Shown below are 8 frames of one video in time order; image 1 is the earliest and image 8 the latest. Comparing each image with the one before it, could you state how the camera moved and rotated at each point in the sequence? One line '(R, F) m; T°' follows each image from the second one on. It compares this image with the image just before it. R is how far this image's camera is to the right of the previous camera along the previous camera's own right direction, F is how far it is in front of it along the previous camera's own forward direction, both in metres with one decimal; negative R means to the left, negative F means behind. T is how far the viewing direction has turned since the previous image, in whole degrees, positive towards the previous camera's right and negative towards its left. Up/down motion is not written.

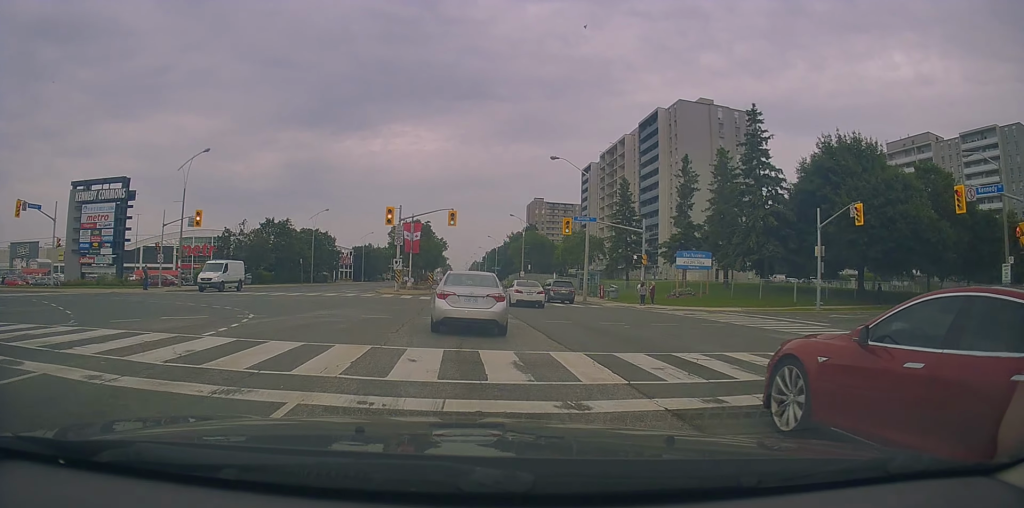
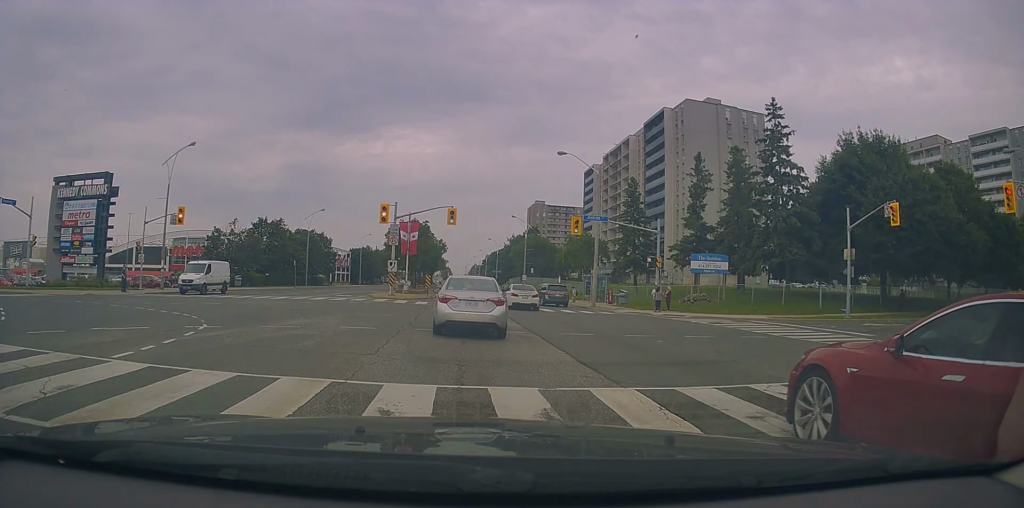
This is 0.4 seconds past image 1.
(+0.1, +3.2) m; +2°
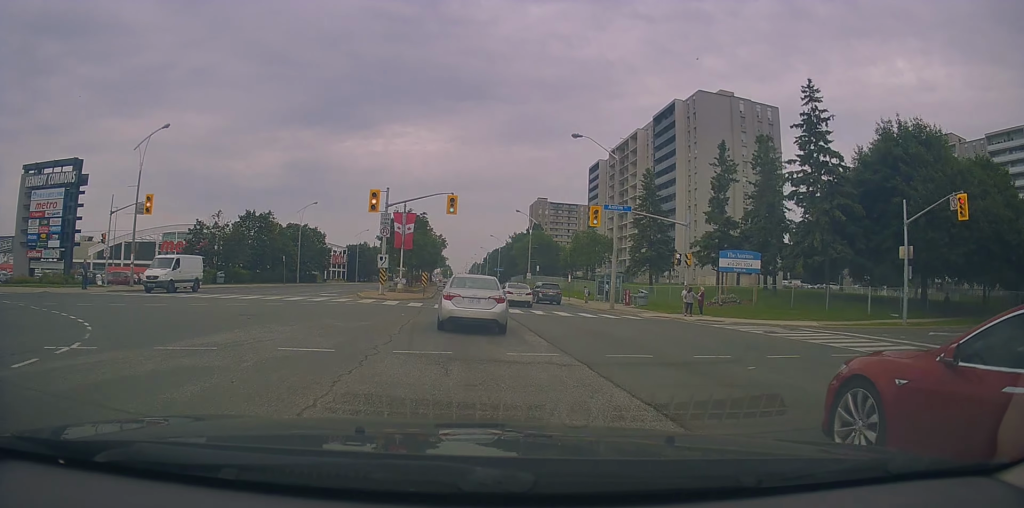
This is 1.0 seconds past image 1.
(-0.1, +4.6) m; +3°
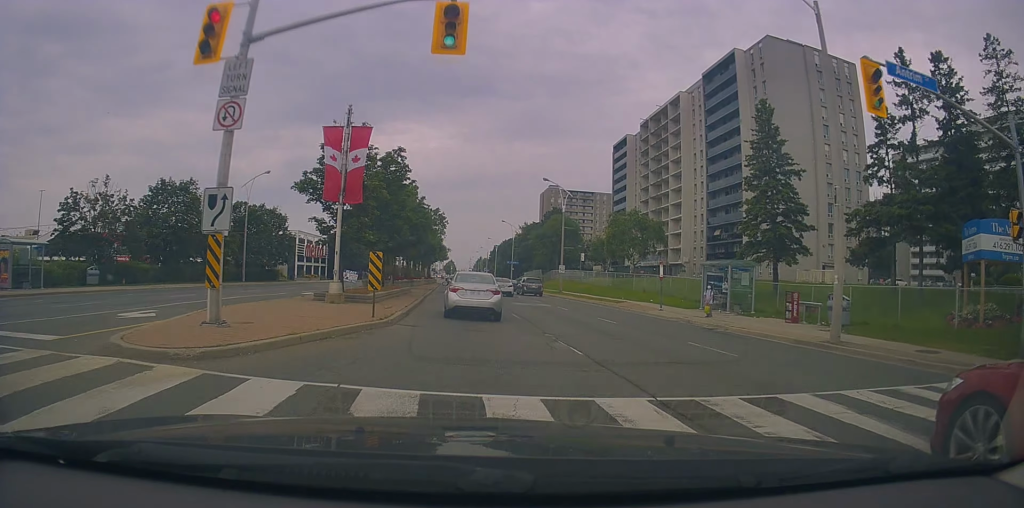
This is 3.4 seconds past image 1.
(-0.5, +22.1) m; -2°
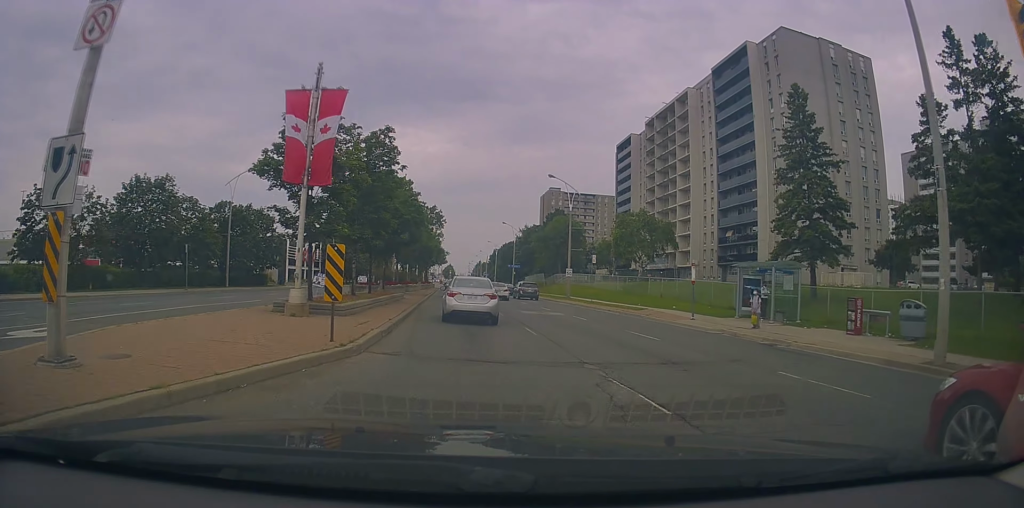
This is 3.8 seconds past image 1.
(+0.2, +4.3) m; +1°
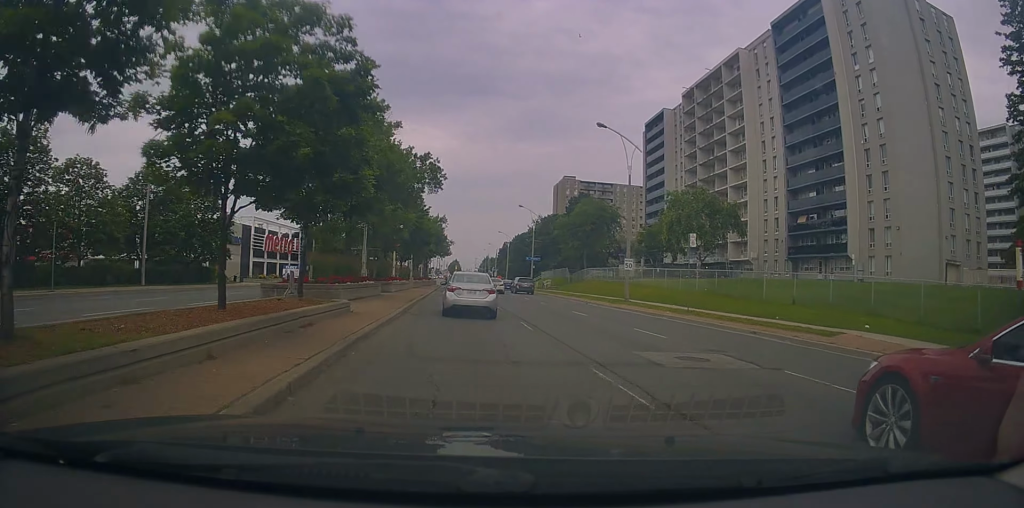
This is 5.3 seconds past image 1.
(-0.4, +17.0) m; -3°
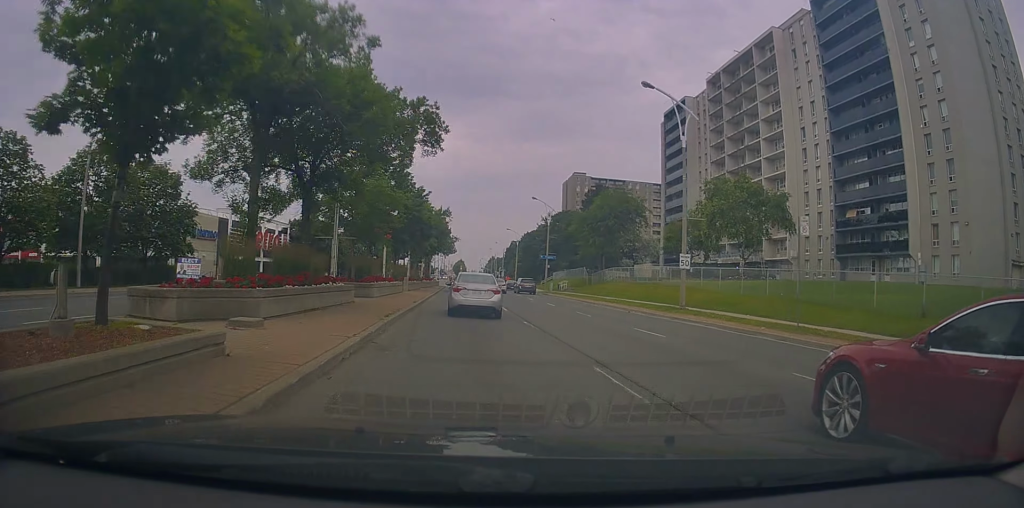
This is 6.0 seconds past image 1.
(-0.2, +8.7) m; 0°
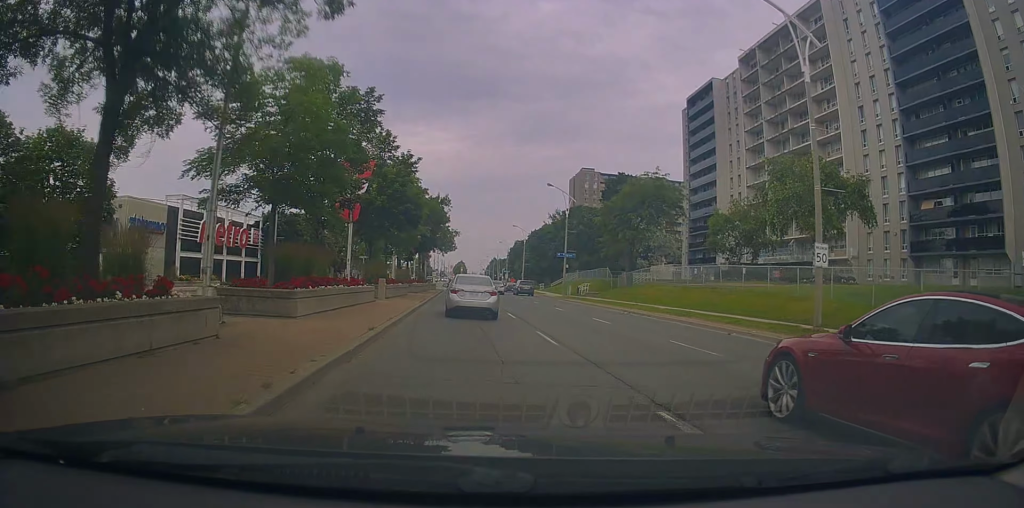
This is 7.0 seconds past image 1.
(+0.4, +11.6) m; +1°
